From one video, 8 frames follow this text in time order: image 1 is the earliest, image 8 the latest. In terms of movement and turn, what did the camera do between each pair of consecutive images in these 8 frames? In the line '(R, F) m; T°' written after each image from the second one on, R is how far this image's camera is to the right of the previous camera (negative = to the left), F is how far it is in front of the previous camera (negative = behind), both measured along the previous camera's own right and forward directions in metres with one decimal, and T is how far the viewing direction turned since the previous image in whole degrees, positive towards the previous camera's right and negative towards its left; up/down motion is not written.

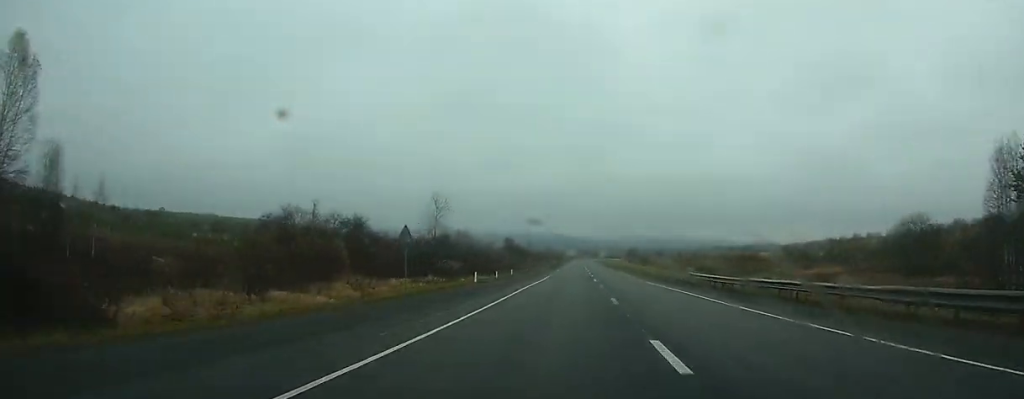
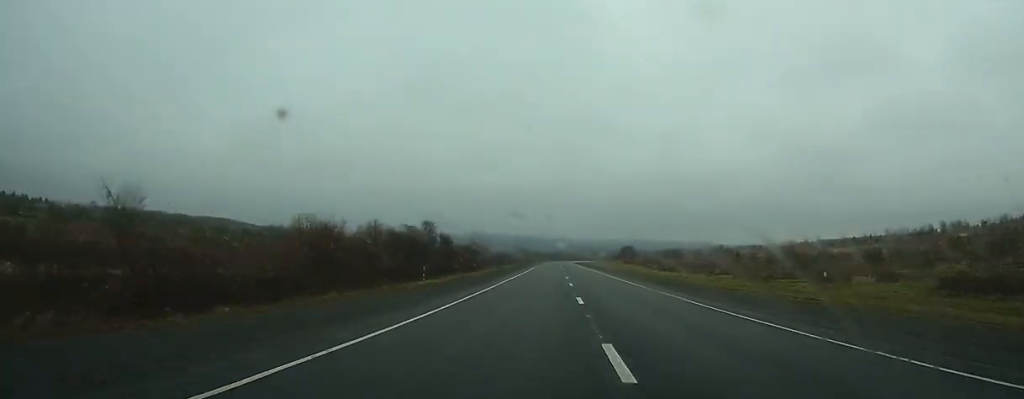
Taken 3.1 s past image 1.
(+1.1, +81.8) m; +1°
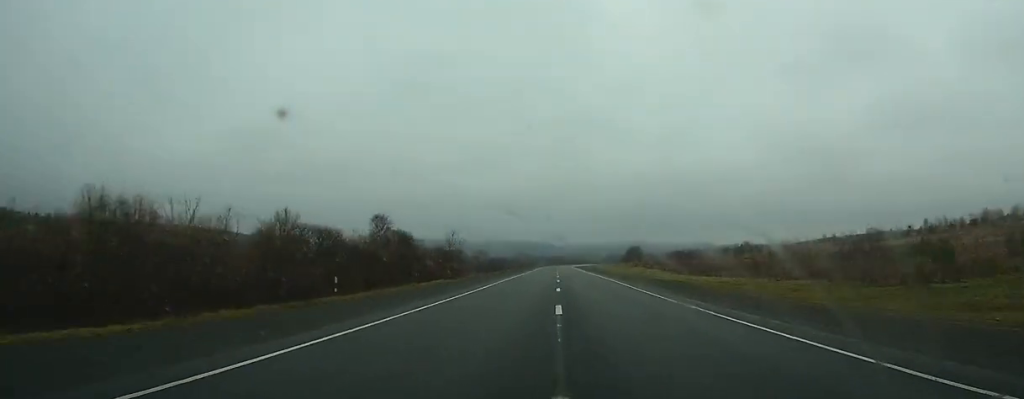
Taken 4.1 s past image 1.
(0.0, +28.6) m; 0°
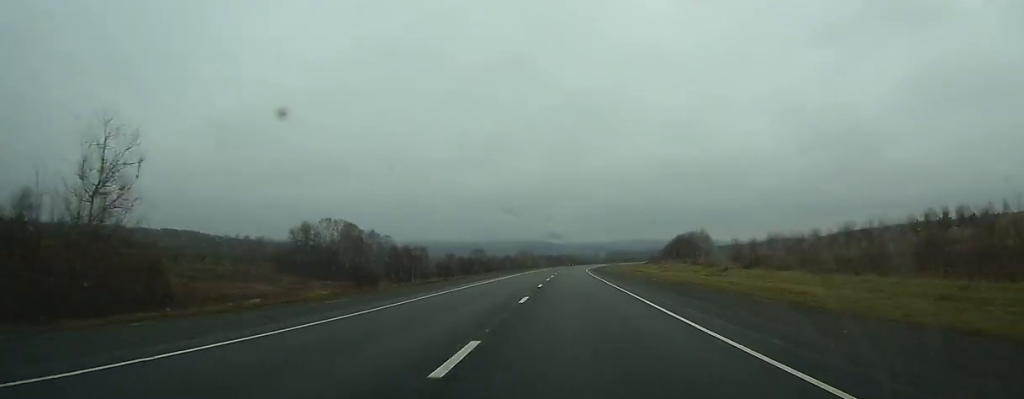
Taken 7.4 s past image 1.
(+0.1, +93.8) m; 0°
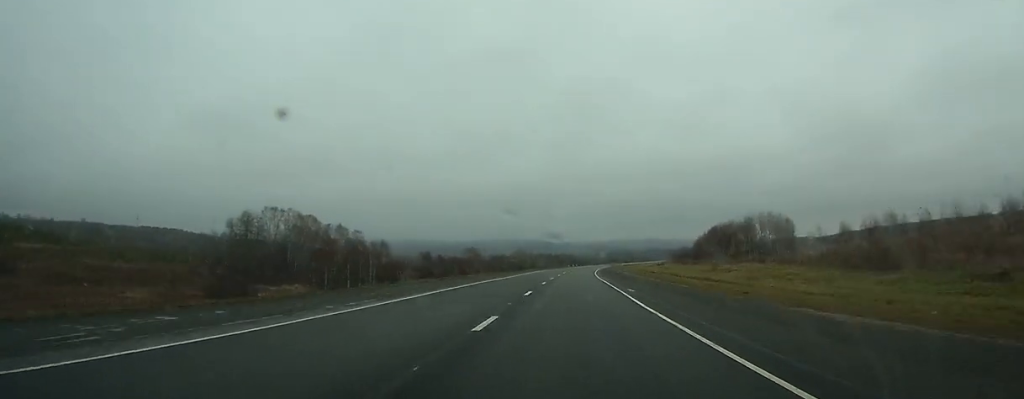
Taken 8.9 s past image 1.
(0.0, +42.5) m; 0°
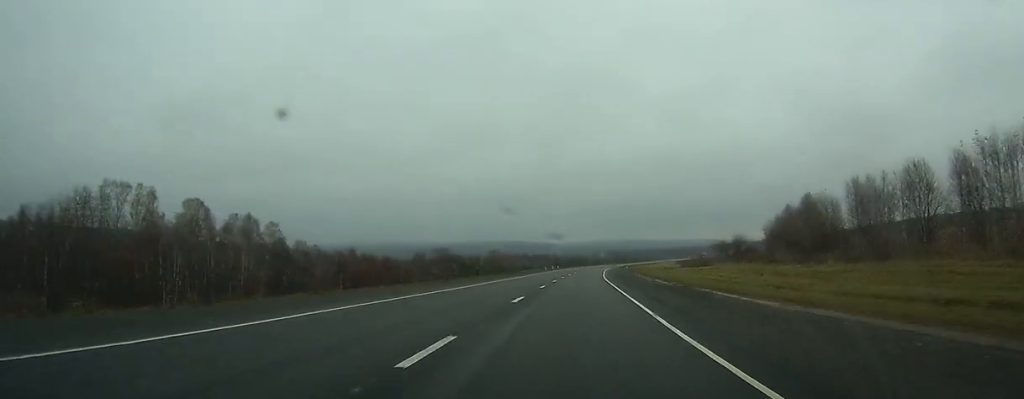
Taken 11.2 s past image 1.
(+0.3, +61.5) m; +1°
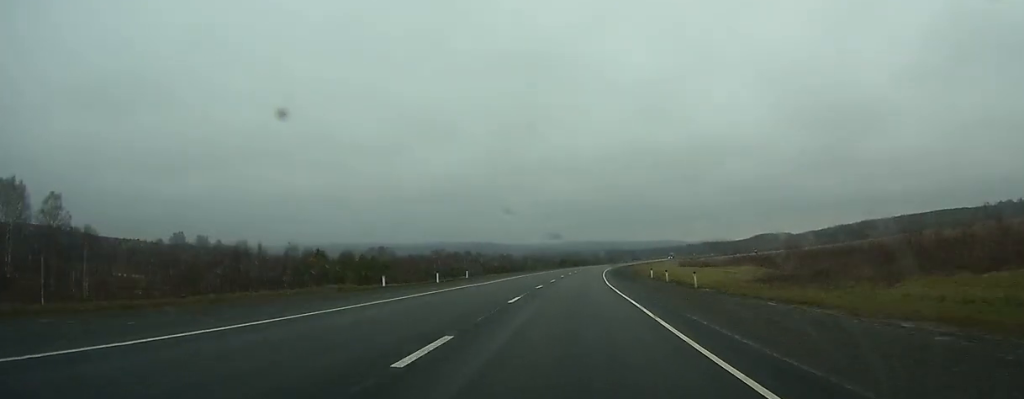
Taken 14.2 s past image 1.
(+1.2, +85.6) m; +3°
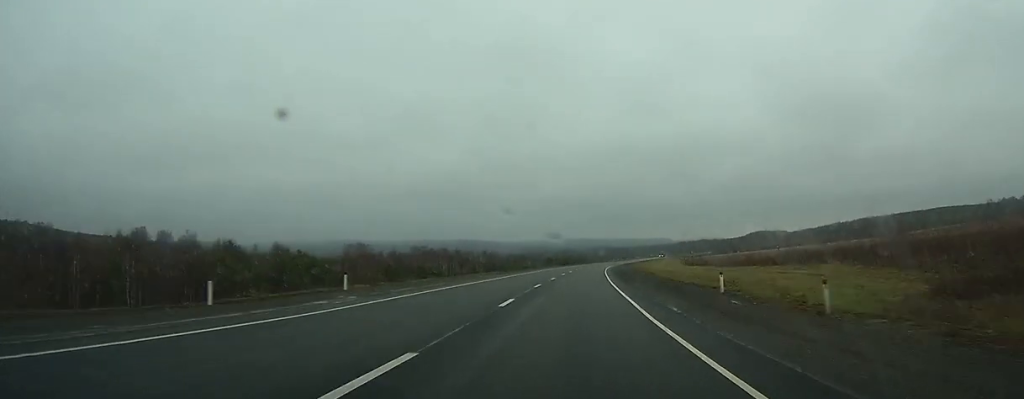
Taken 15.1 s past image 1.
(+0.7, +27.3) m; +1°
